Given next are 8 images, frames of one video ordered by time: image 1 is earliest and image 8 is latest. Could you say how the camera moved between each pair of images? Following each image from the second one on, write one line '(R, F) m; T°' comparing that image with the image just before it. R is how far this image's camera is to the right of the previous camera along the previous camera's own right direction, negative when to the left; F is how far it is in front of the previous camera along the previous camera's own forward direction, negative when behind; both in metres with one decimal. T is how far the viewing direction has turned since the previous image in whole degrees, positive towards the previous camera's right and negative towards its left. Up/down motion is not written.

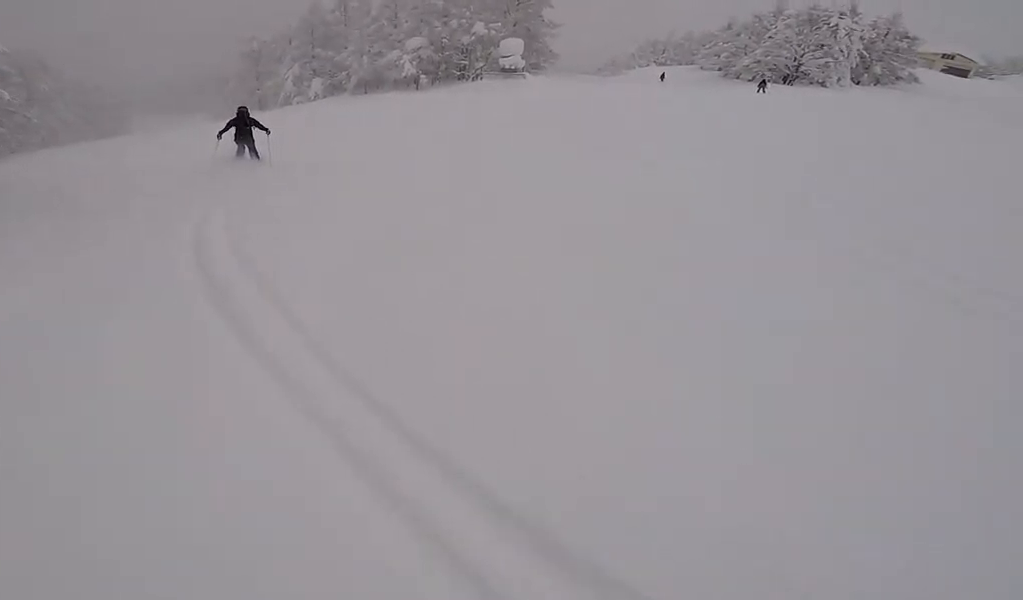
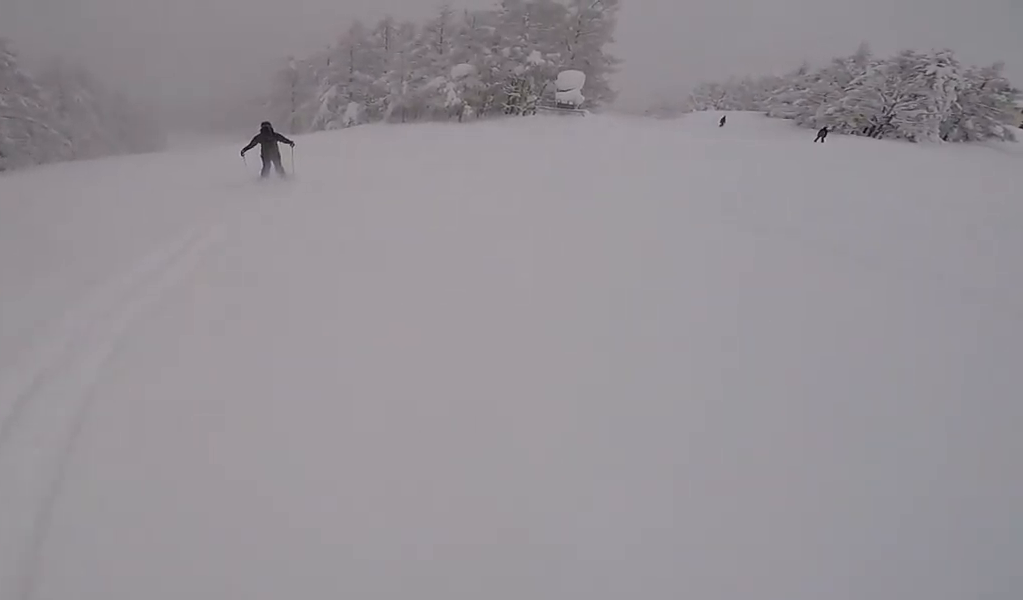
(0.0, +3.9) m; 0°
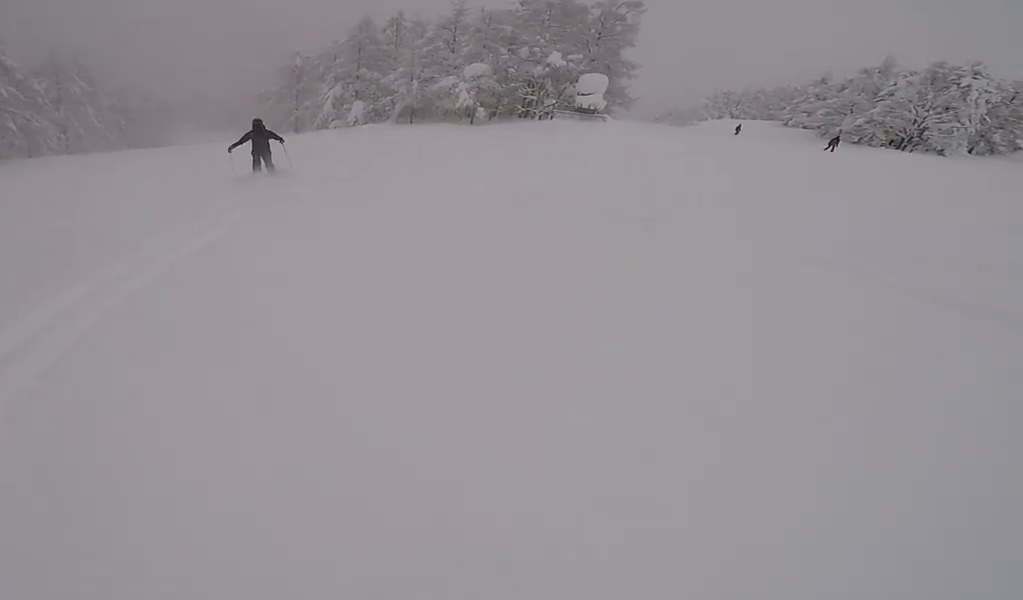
(0.0, +2.6) m; 0°
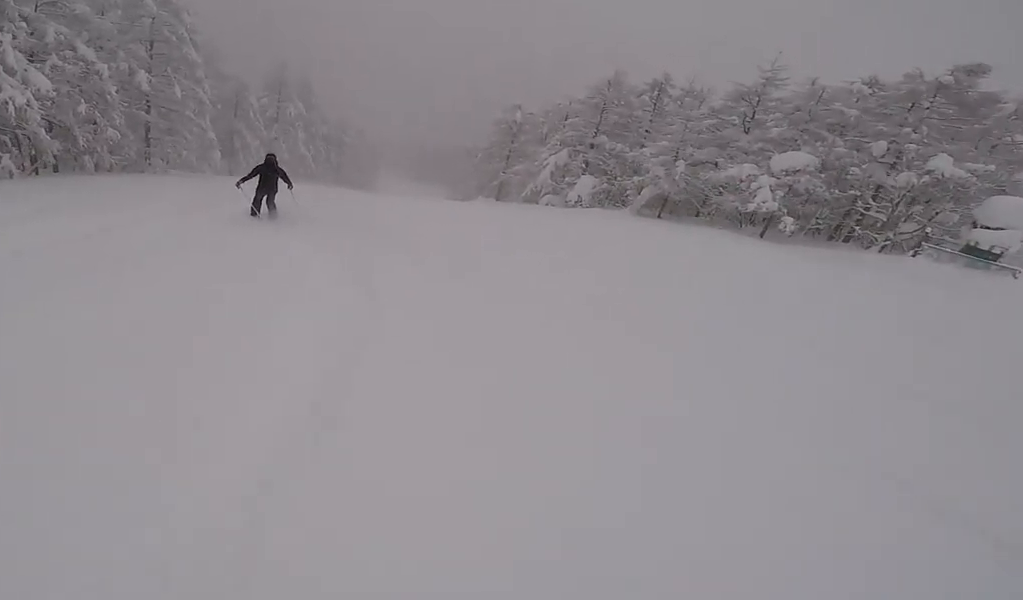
(0.0, +10.2) m; -2°
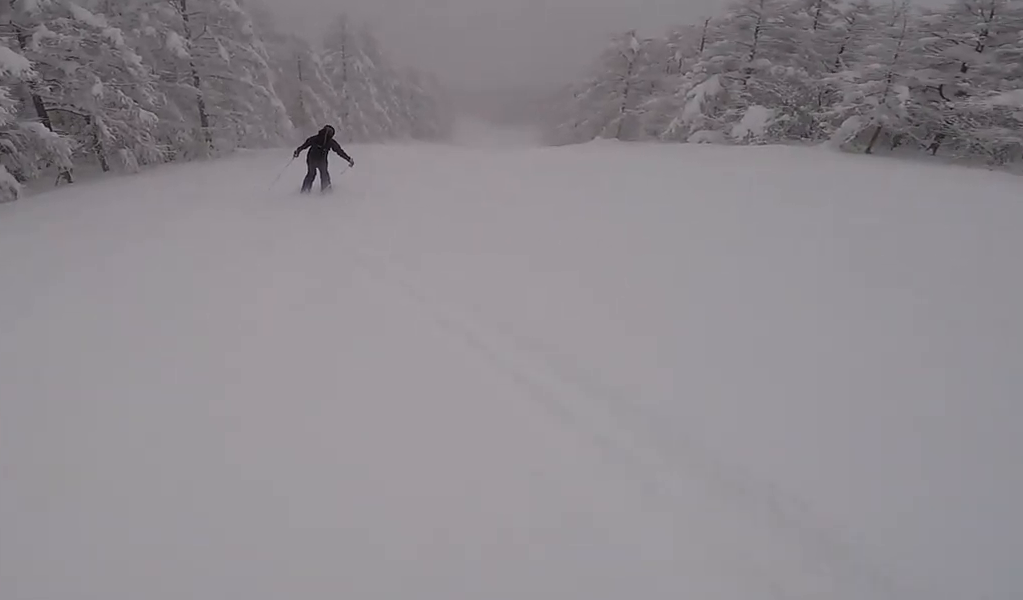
(-0.6, +6.2) m; -18°
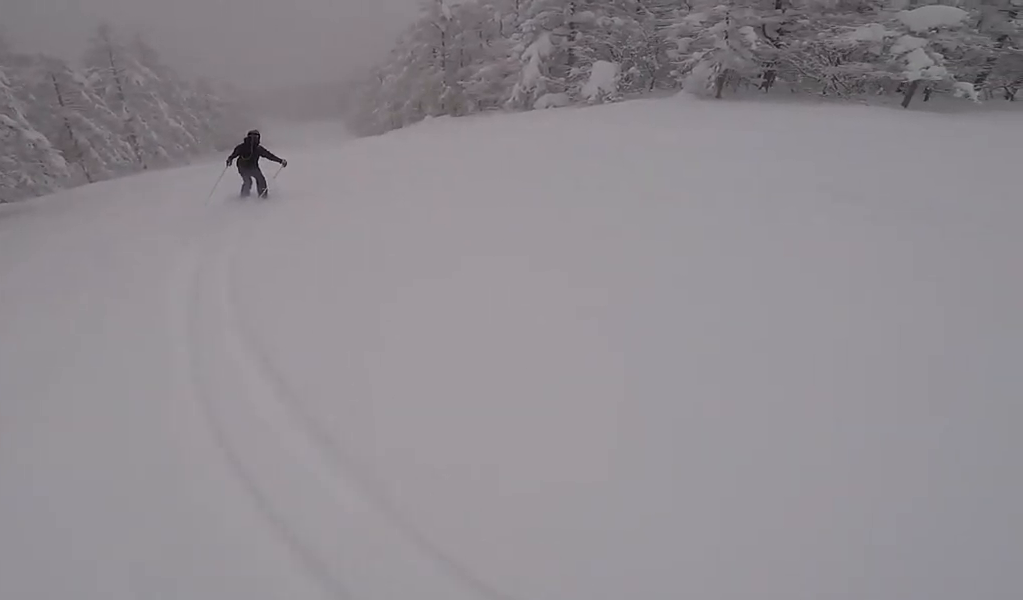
(-1.1, +7.0) m; +2°
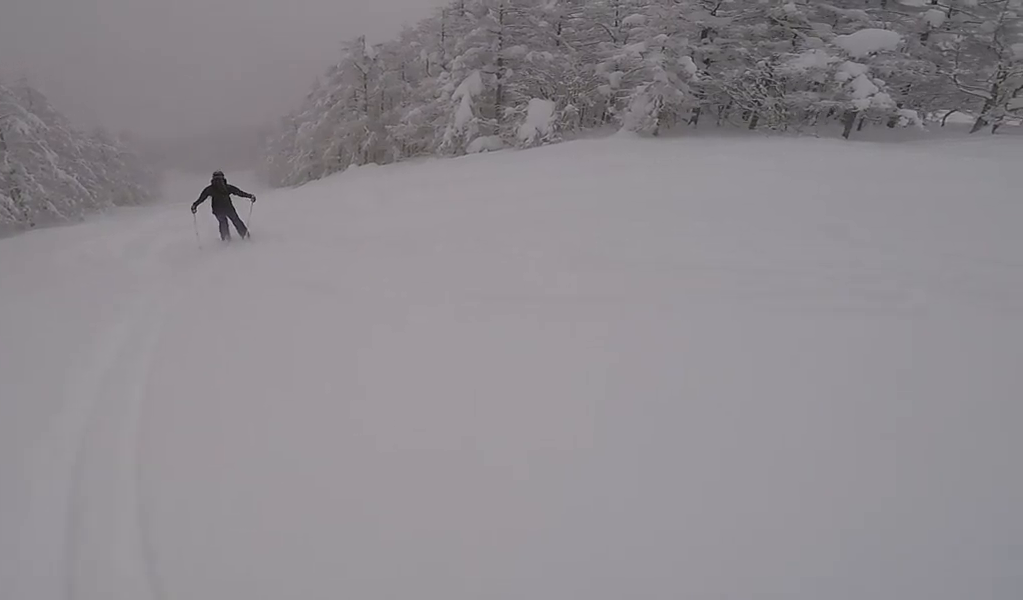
(+0.3, +3.5) m; +13°
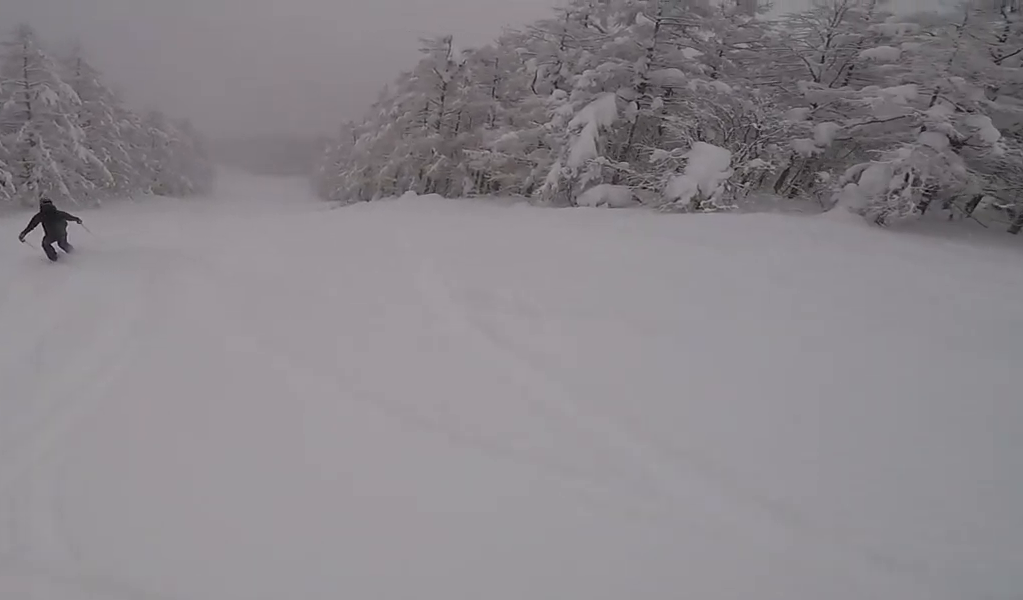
(+2.2, +7.3) m; +10°
